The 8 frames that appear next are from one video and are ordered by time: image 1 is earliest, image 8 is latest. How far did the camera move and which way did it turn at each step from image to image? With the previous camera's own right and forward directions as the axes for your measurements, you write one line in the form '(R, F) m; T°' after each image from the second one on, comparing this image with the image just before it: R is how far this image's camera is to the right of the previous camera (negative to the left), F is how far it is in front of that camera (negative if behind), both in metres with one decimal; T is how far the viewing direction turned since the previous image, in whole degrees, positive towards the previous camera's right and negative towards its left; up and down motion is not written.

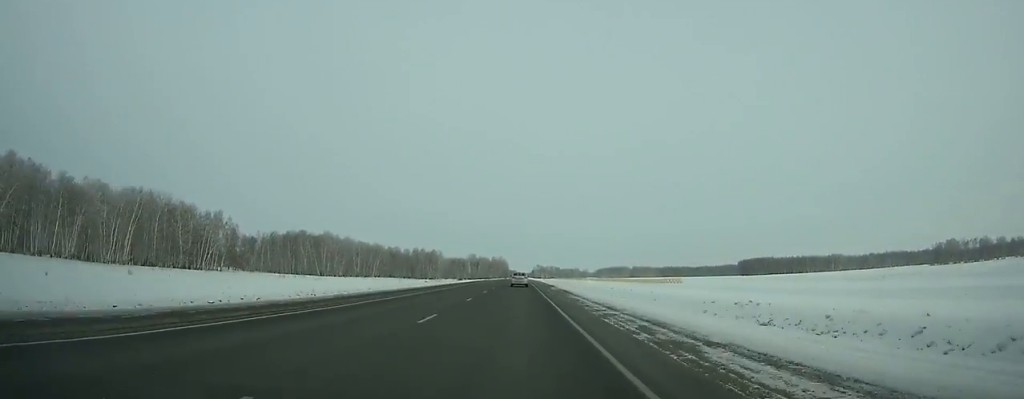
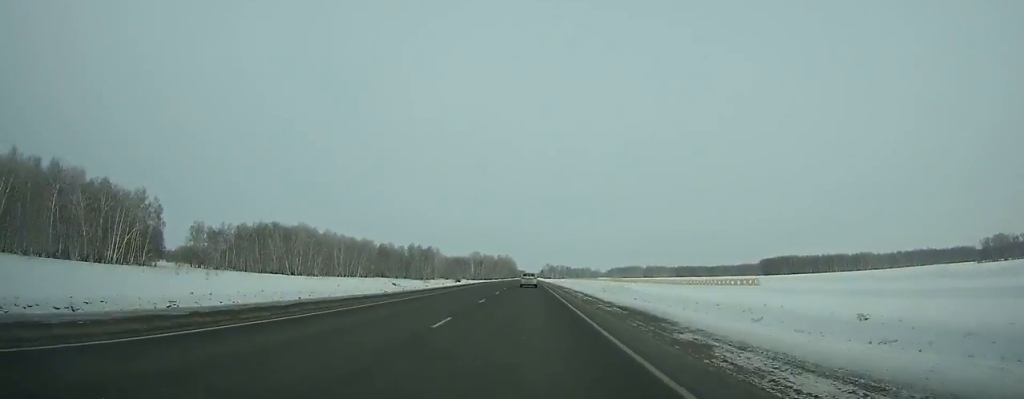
(-0.2, +49.2) m; 0°
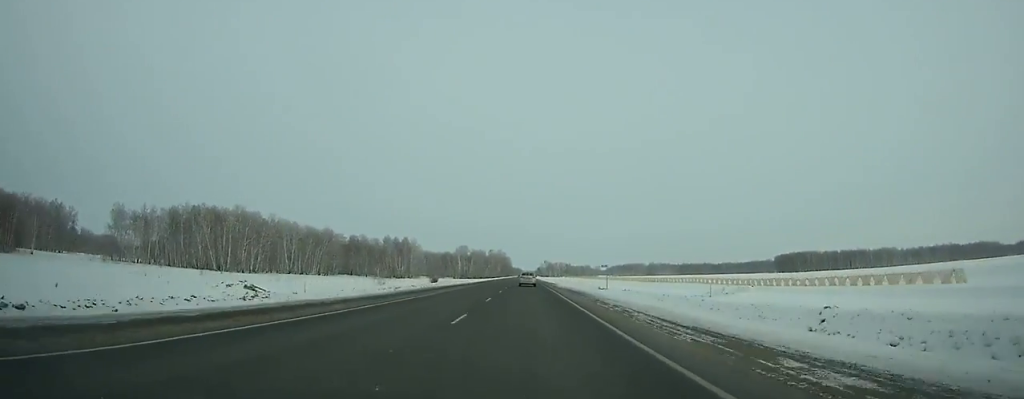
(+0.1, +60.5) m; 0°
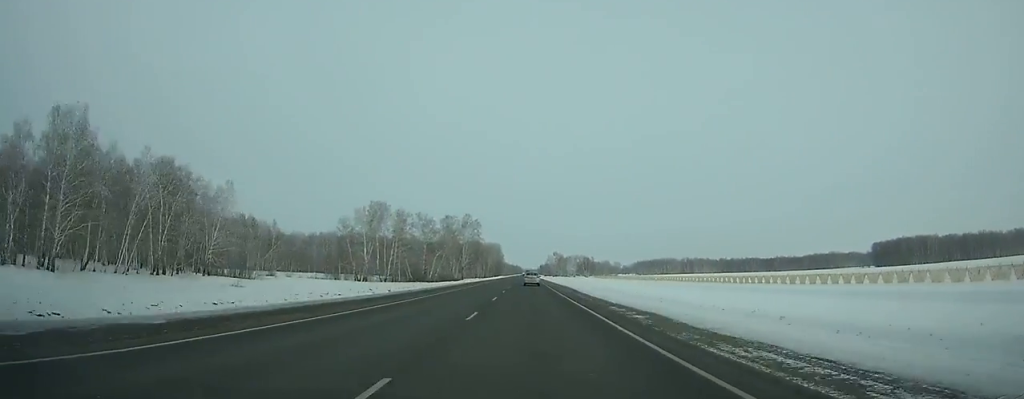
(+0.2, +216.9) m; 0°
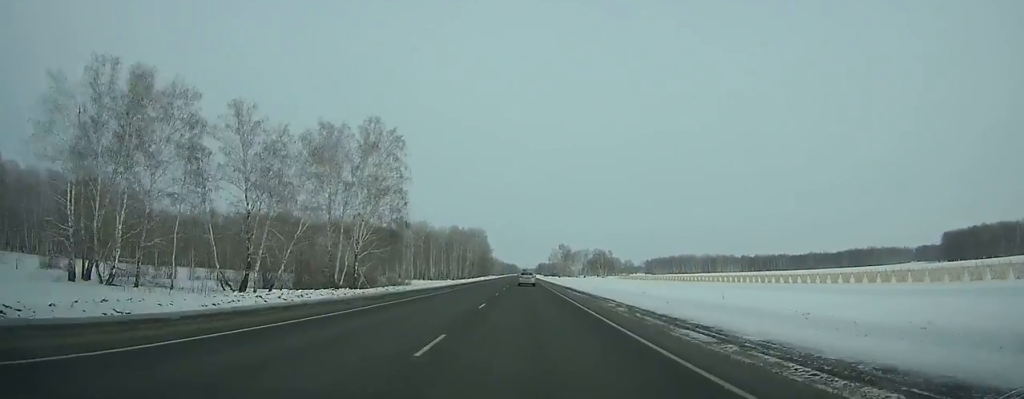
(+0.2, +103.9) m; 0°
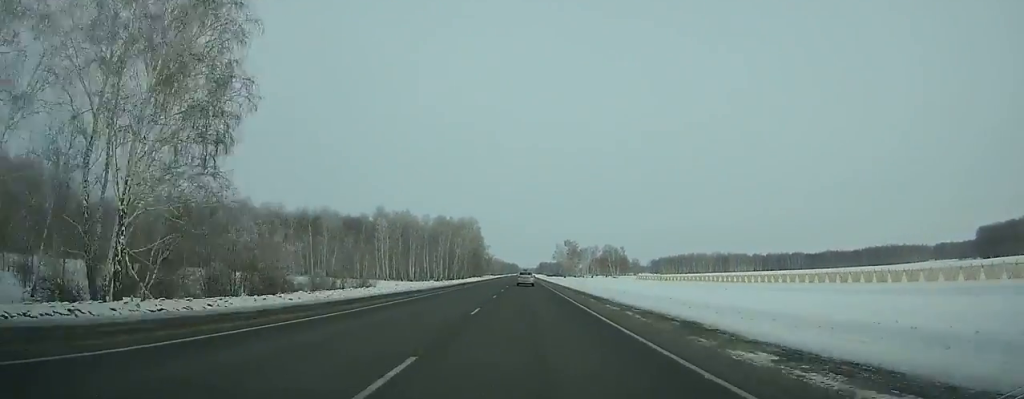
(-0.1, +39.3) m; 0°
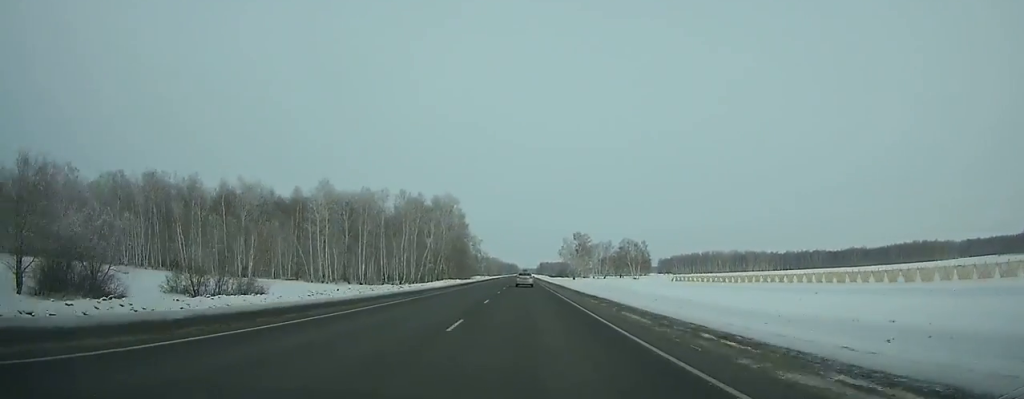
(+0.1, +53.2) m; 0°
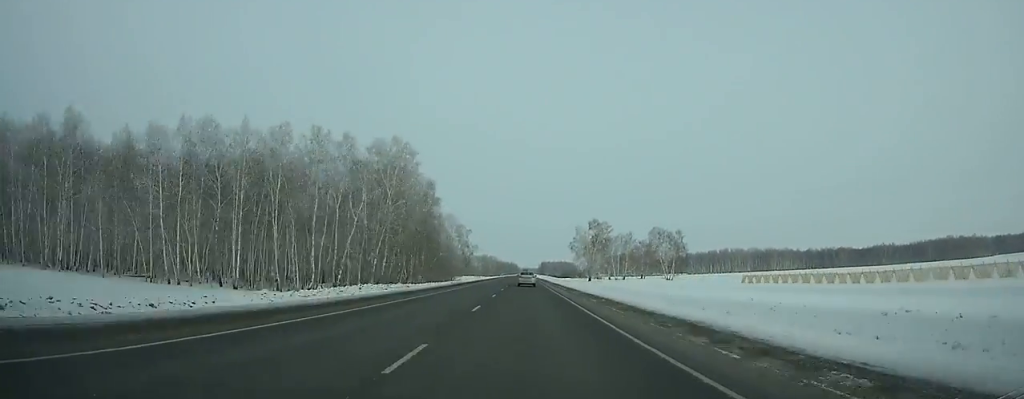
(+0.1, +53.1) m; 0°
